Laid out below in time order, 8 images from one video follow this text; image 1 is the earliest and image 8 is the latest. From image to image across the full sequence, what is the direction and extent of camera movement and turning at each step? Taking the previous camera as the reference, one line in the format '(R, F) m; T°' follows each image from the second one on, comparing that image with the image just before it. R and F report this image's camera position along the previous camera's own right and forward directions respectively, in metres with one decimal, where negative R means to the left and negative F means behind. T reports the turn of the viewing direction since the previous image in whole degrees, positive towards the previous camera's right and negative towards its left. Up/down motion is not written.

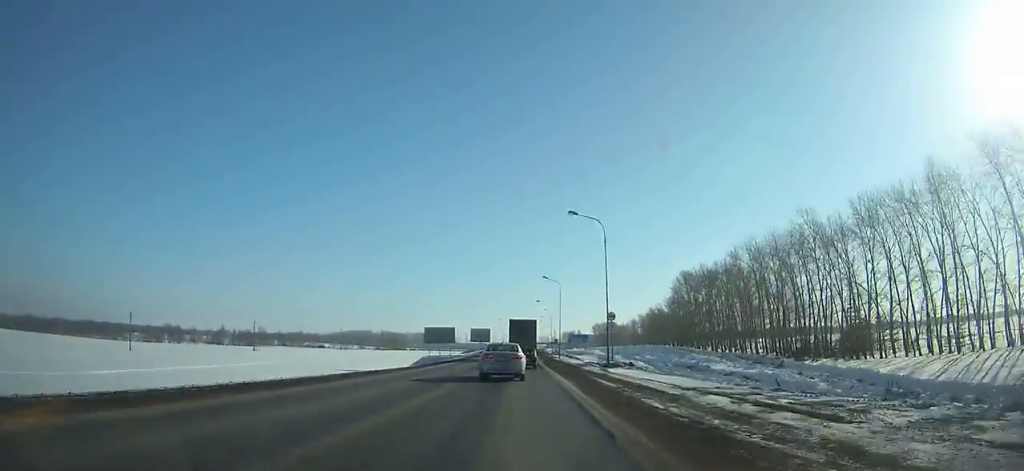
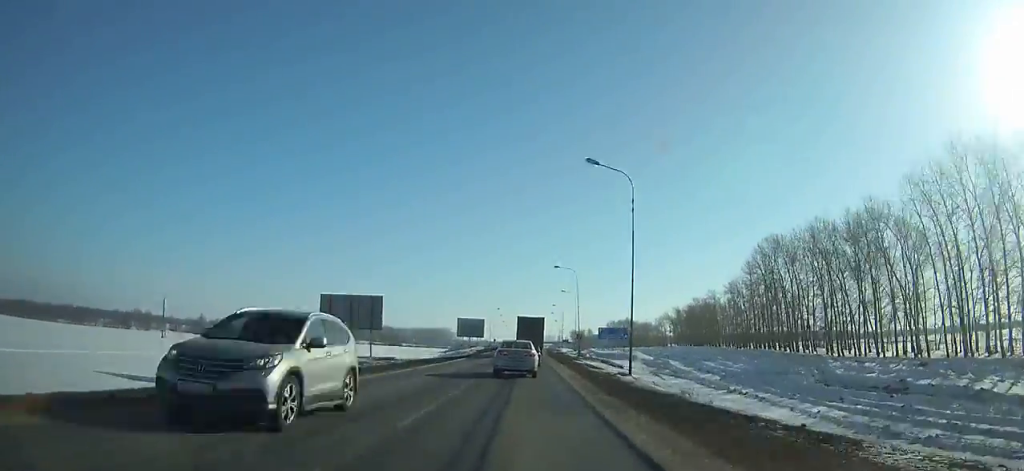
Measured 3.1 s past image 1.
(-0.2, +50.0) m; 0°
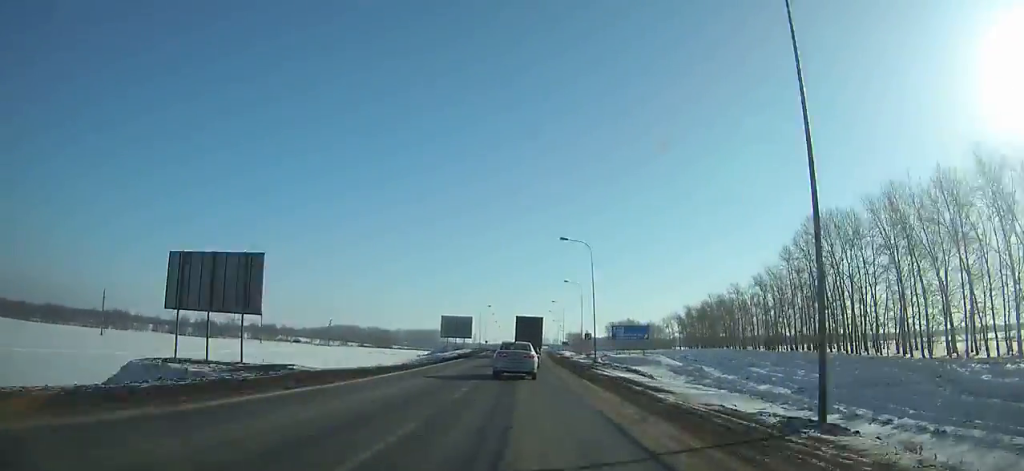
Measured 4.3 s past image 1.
(0.0, +19.1) m; 0°
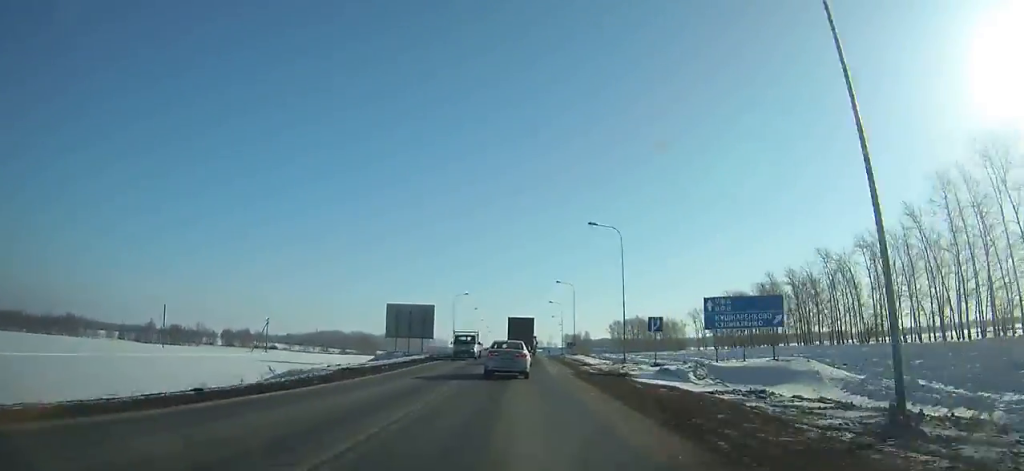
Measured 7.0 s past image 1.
(+0.2, +42.5) m; +1°
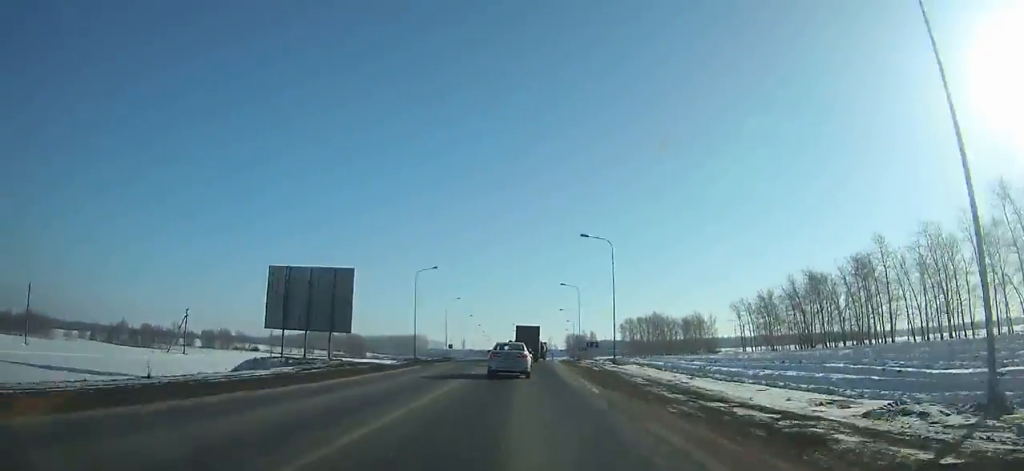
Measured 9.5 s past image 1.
(+0.2, +39.1) m; +1°
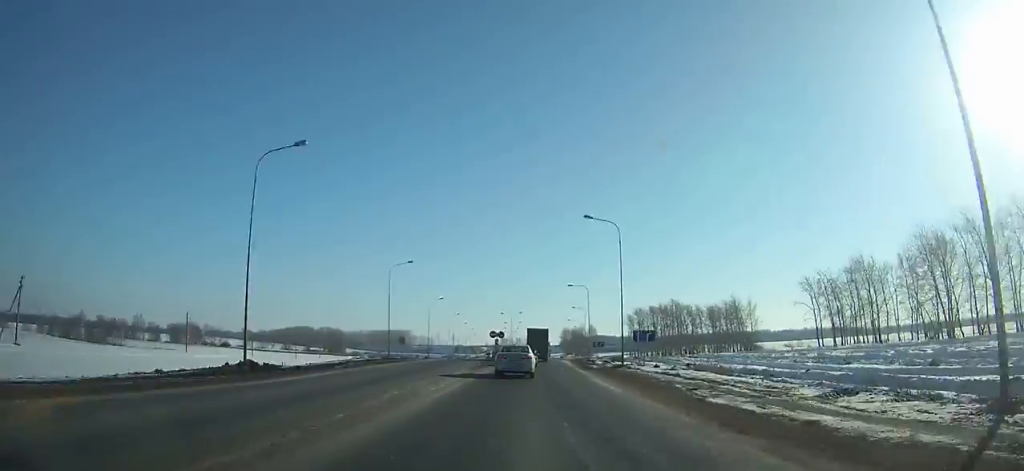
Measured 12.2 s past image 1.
(+0.2, +42.8) m; +1°
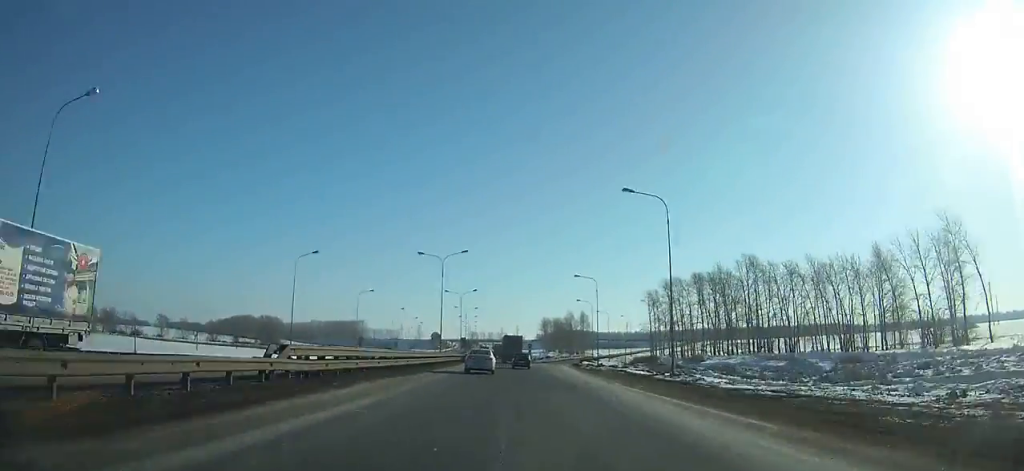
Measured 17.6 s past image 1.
(+1.3, +91.6) m; 0°
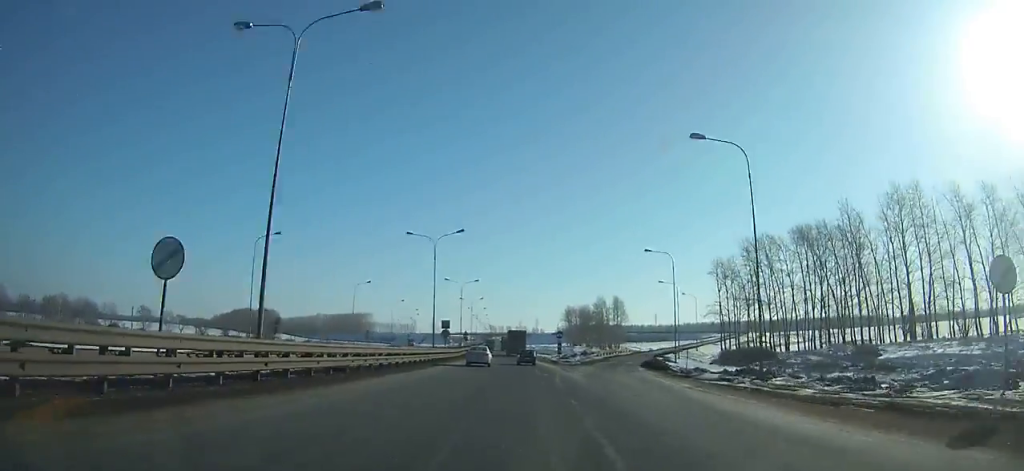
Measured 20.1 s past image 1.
(-0.4, +46.9) m; -1°
